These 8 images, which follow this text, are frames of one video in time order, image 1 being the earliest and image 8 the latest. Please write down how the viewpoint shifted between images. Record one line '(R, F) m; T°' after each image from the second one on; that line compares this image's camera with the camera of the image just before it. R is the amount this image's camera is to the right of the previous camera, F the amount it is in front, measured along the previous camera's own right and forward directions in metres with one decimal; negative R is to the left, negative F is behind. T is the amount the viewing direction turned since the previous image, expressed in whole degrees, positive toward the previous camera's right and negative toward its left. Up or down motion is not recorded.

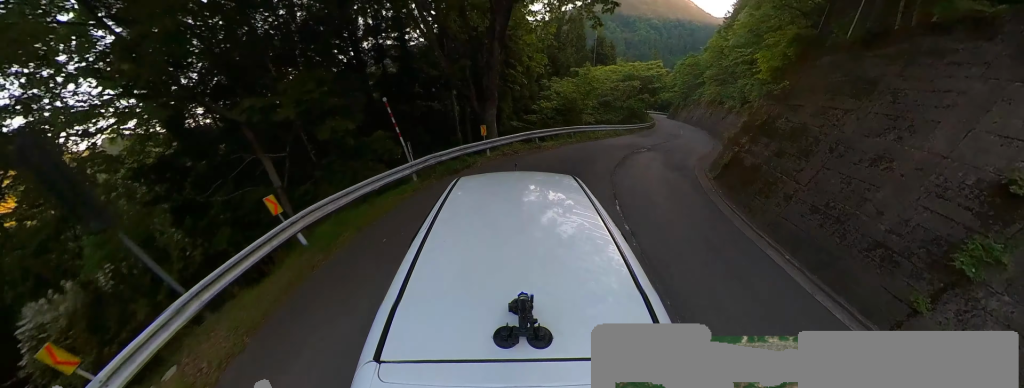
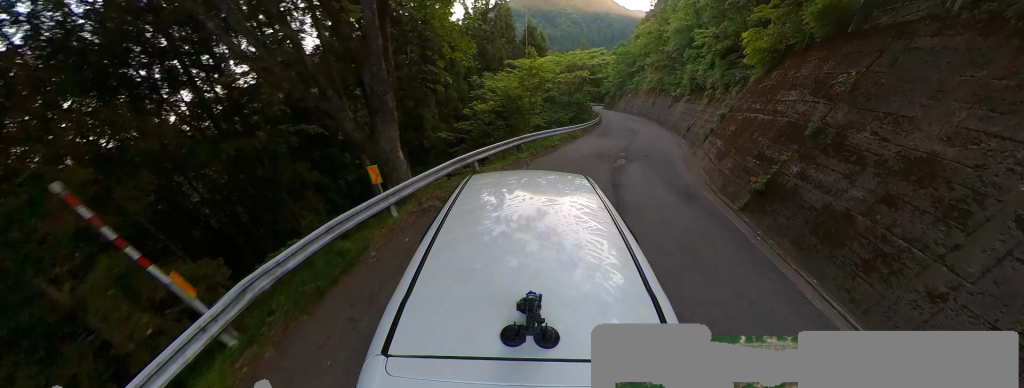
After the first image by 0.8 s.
(+0.4, +5.6) m; +12°
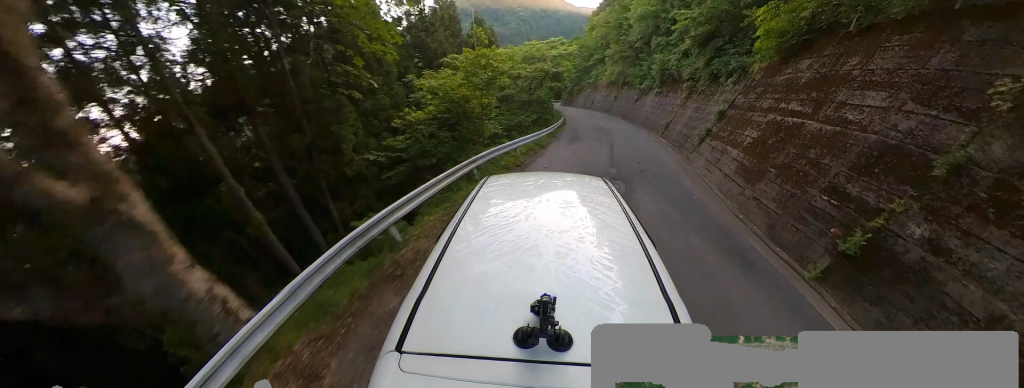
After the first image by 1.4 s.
(-0.2, +4.5) m; +12°
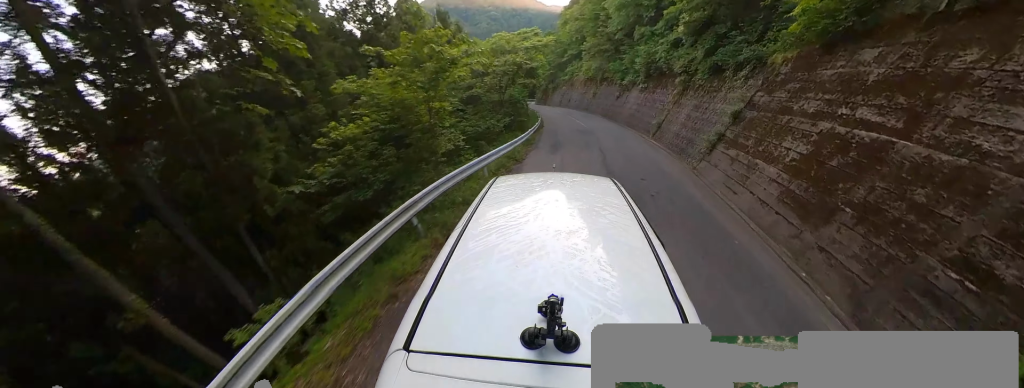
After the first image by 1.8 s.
(+0.8, +3.8) m; +8°
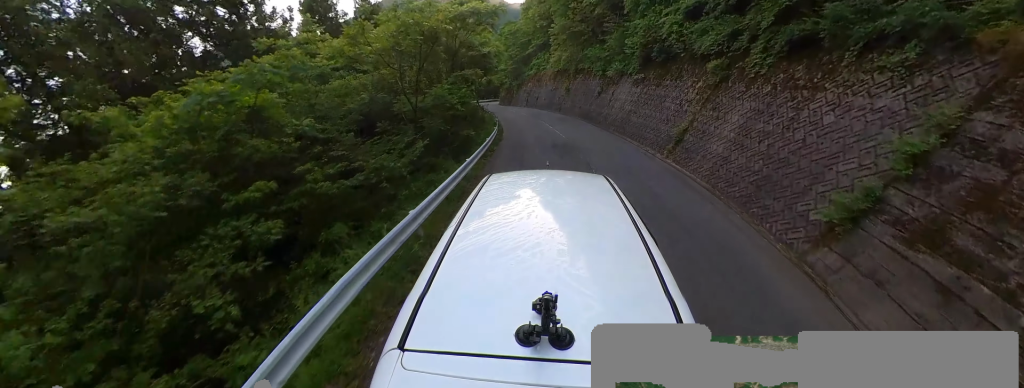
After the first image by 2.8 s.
(+1.4, +8.5) m; +10°
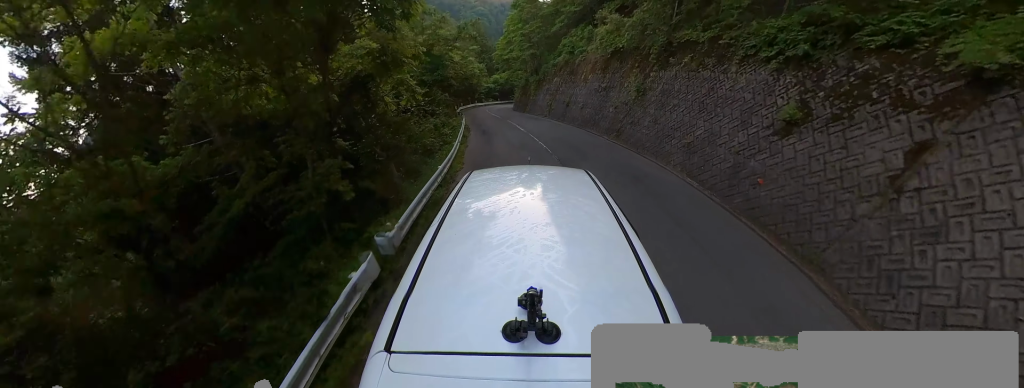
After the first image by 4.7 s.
(-1.3, +17.3) m; -15°
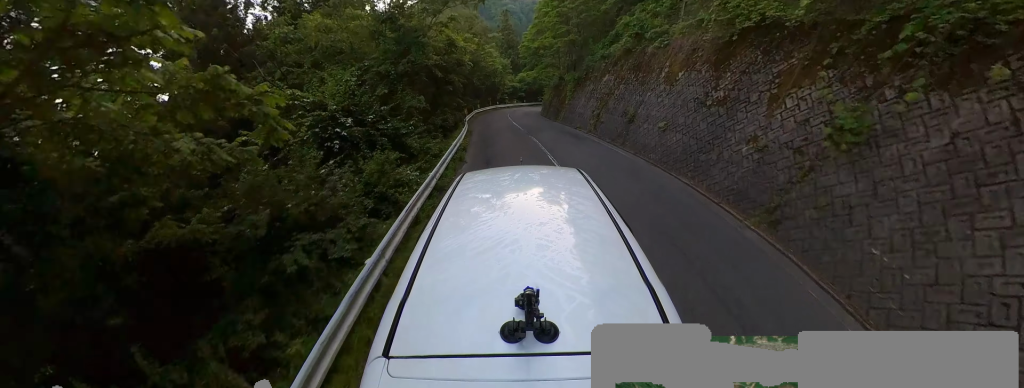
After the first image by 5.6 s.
(-0.6, +8.1) m; -3°
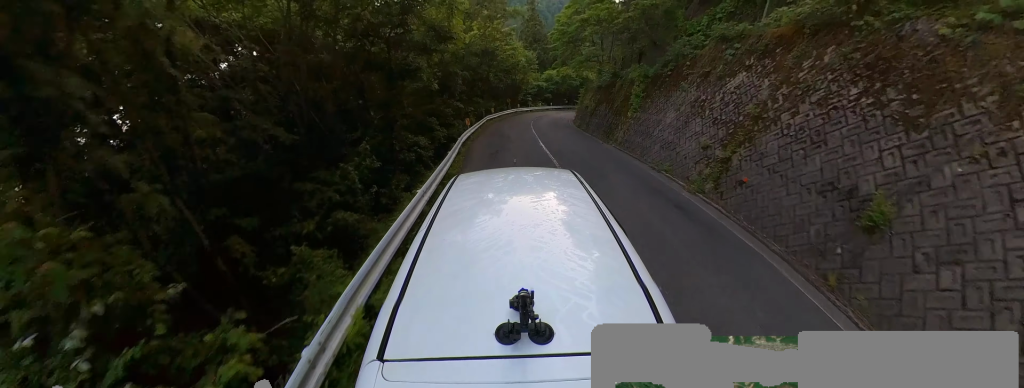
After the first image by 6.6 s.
(+0.2, +9.6) m; +1°
